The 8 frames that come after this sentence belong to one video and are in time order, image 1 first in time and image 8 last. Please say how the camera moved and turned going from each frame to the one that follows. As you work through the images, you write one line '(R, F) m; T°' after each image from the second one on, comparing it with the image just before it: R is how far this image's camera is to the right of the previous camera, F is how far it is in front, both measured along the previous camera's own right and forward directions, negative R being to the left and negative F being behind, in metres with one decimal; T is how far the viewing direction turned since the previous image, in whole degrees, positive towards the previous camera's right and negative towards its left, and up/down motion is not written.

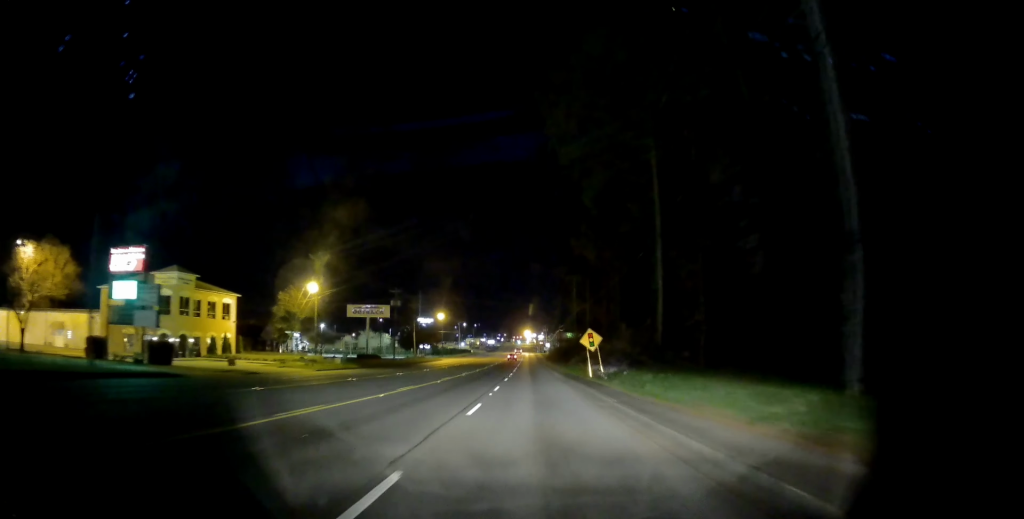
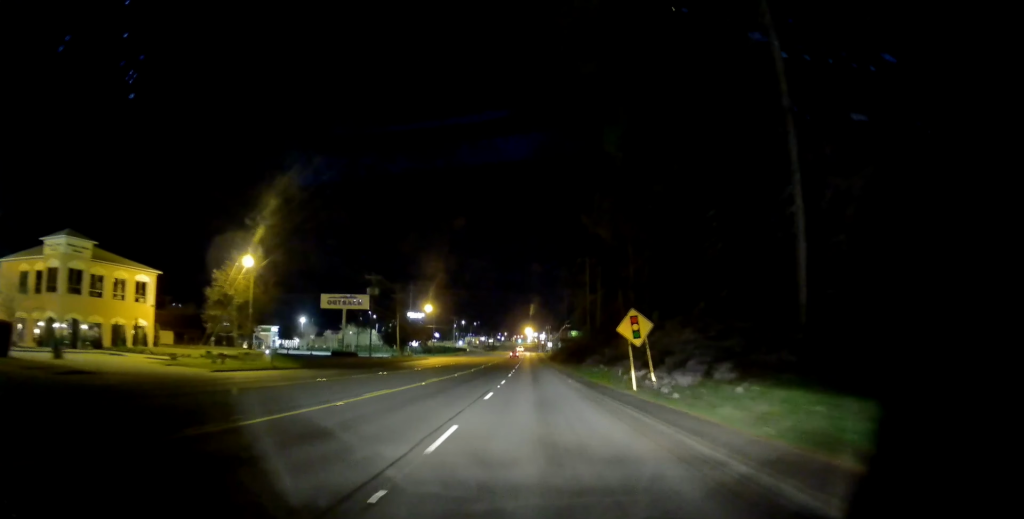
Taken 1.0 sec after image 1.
(+0.3, +16.7) m; 0°
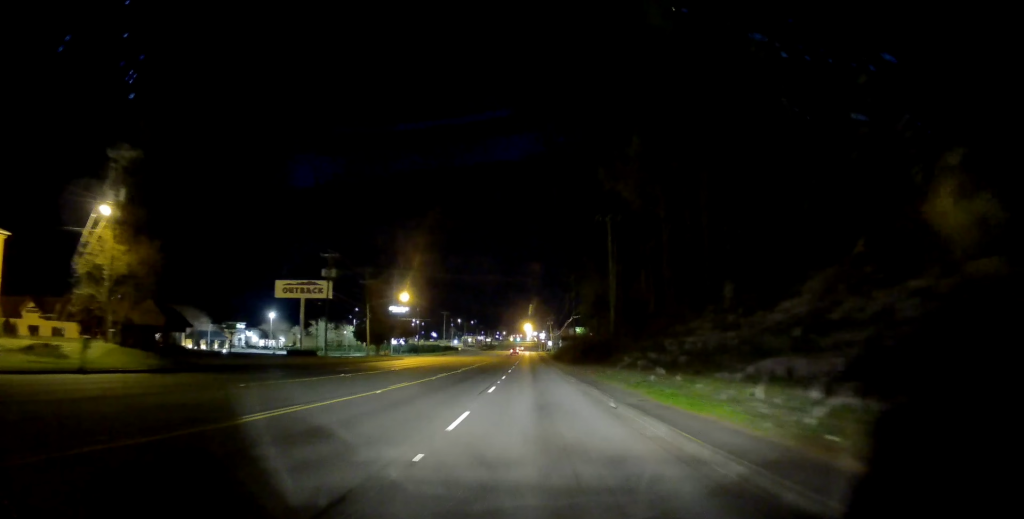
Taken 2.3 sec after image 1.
(-0.5, +20.6) m; -2°
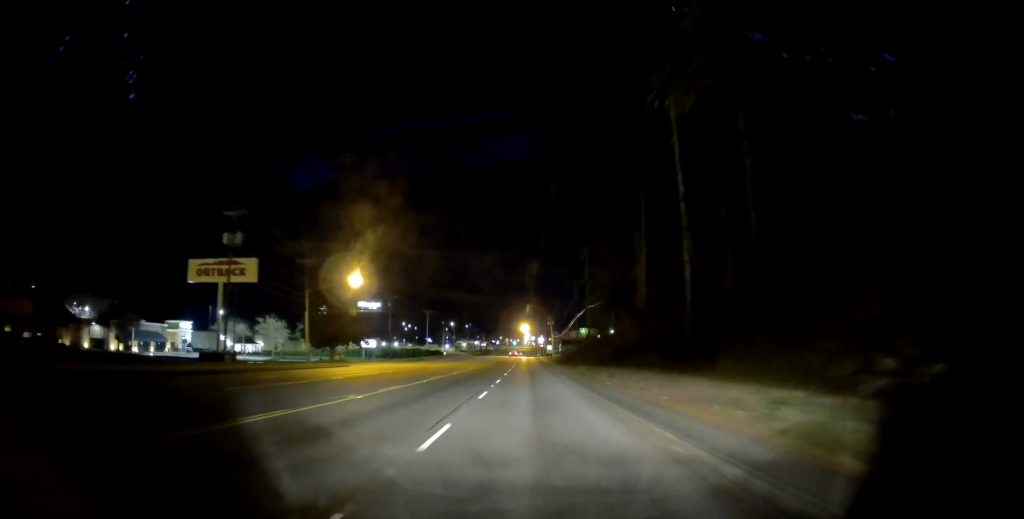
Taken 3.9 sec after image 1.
(+0.4, +25.4) m; +2°
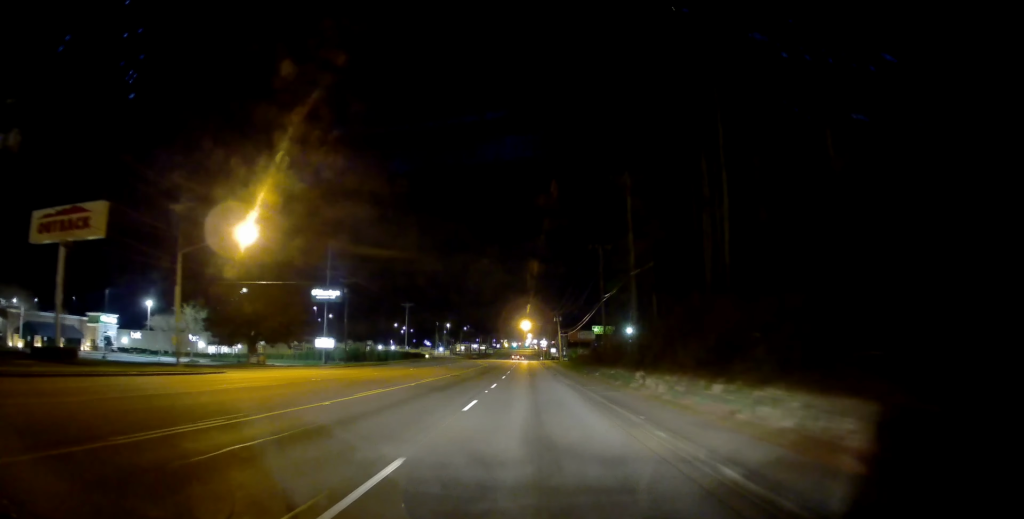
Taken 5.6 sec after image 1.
(-0.1, +27.8) m; -2°
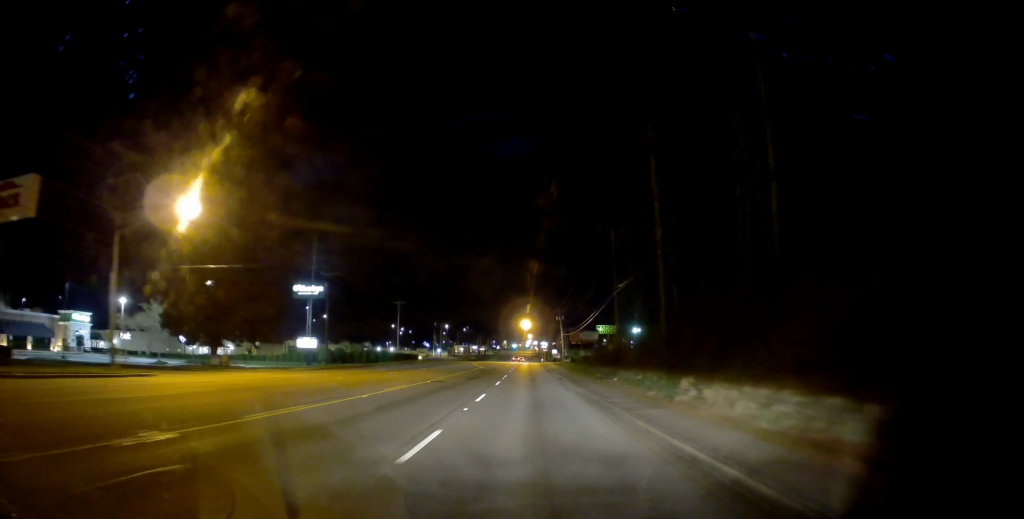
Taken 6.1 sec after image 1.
(-0.3, +7.9) m; 0°
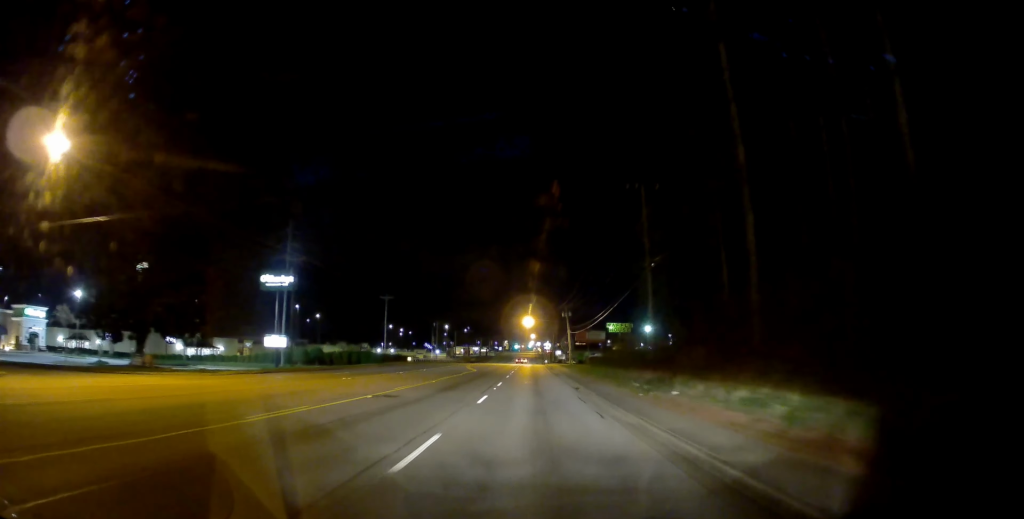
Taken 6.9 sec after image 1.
(+0.1, +12.0) m; +1°
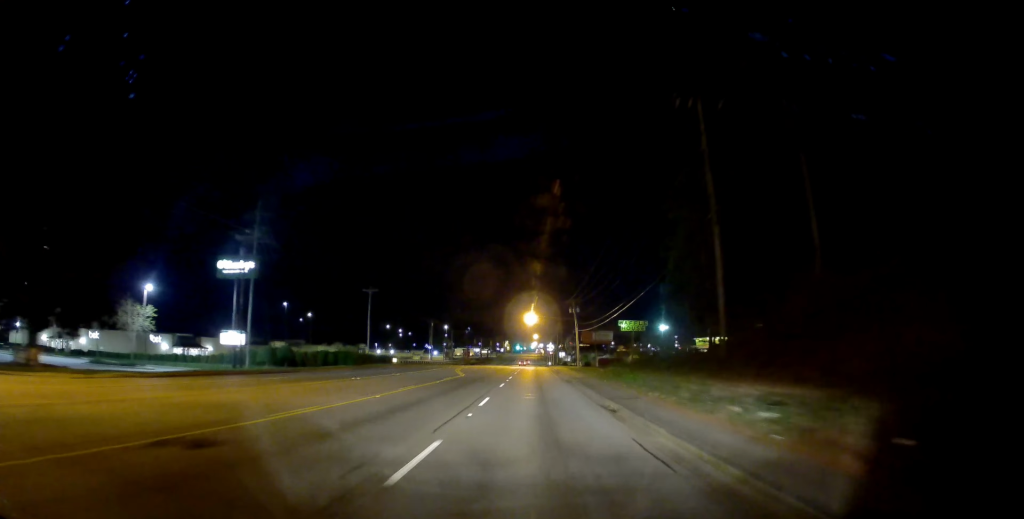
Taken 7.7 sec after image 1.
(+0.2, +12.4) m; +1°
